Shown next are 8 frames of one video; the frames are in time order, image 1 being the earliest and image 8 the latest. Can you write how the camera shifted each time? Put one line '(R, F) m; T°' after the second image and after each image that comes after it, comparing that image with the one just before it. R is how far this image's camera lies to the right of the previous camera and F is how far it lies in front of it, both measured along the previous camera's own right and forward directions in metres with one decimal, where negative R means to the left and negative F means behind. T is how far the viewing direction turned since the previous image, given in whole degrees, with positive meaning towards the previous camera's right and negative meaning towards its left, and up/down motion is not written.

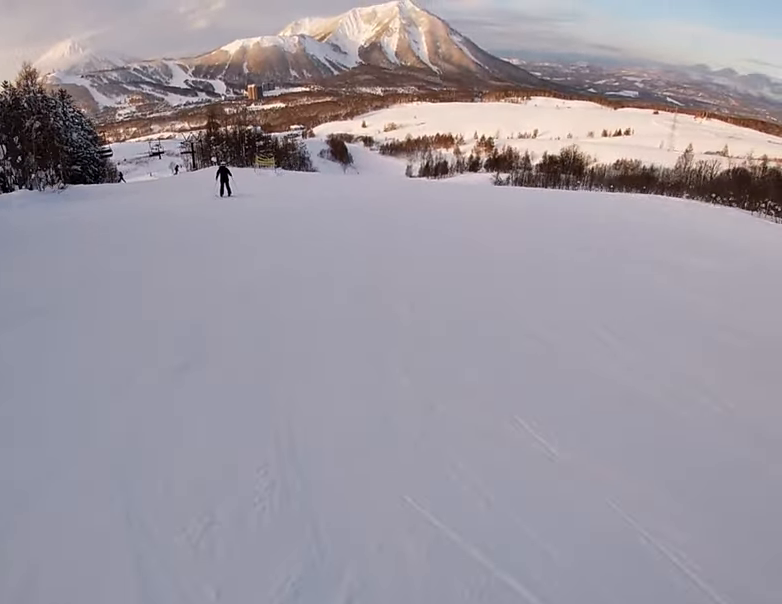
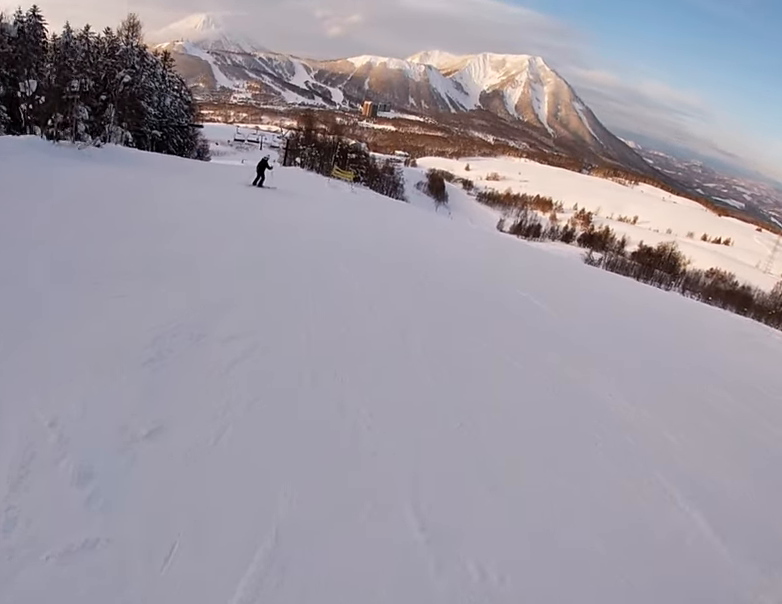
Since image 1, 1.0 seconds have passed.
(+0.8, +6.1) m; -10°
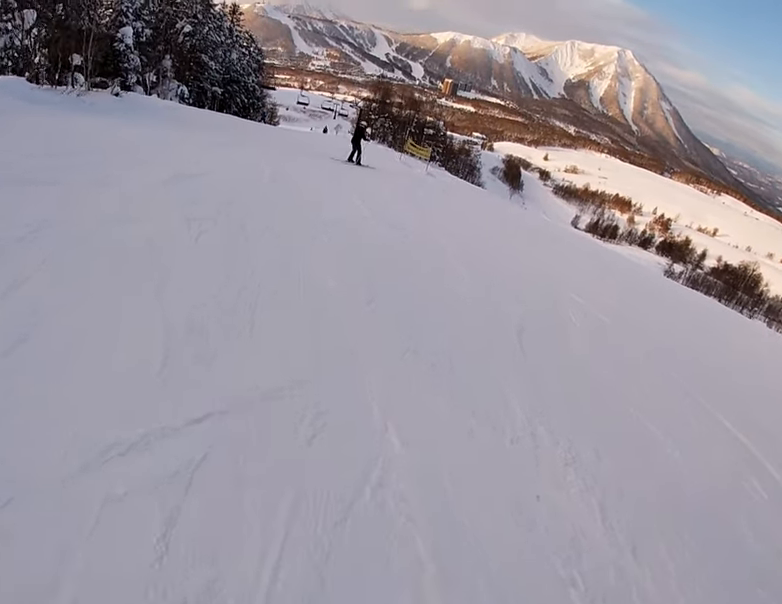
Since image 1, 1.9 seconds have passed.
(-1.5, +4.5) m; -23°
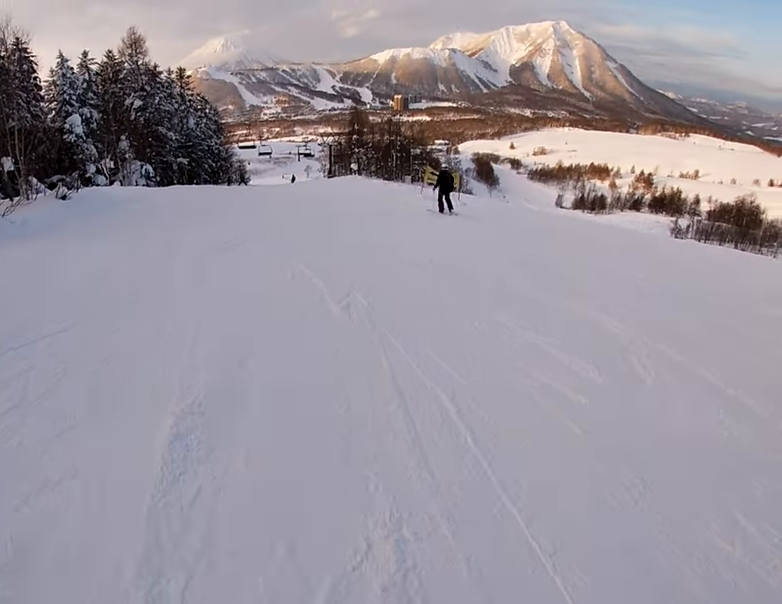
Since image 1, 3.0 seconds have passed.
(-1.0, +5.9) m; +11°
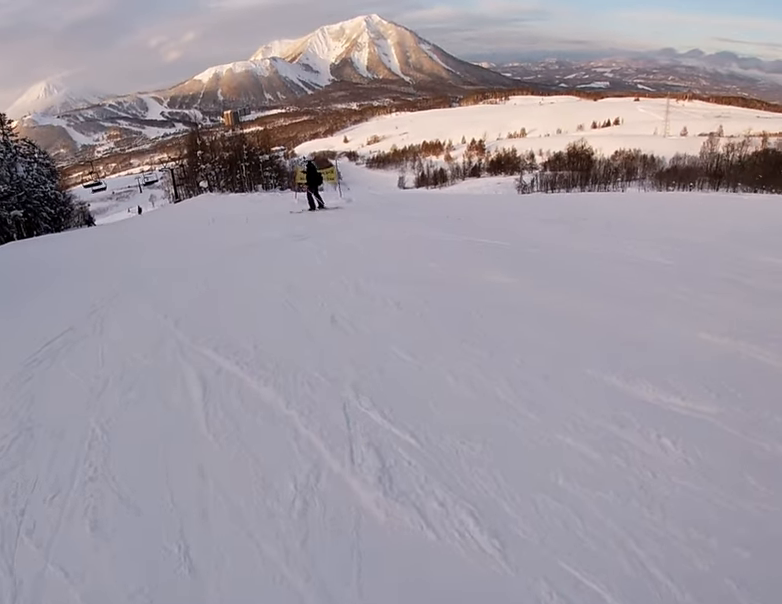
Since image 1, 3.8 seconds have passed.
(+1.1, +3.4) m; +21°
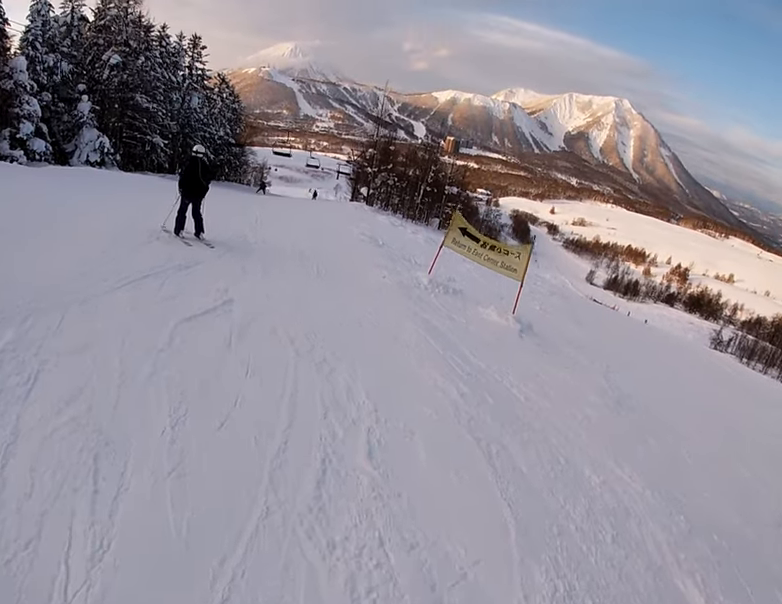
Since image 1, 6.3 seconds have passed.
(-0.1, +10.2) m; -23°
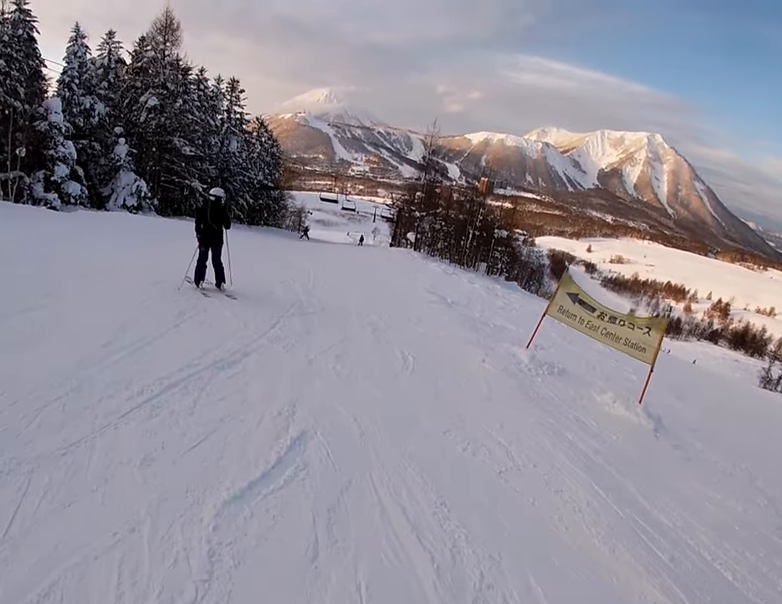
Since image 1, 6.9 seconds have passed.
(0.0, +2.3) m; -11°
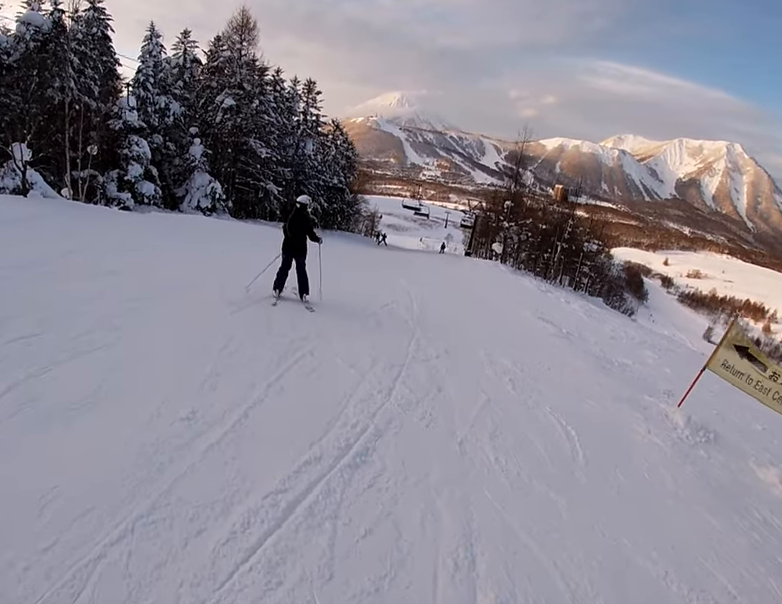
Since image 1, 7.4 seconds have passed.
(0.0, +1.6) m; -5°
